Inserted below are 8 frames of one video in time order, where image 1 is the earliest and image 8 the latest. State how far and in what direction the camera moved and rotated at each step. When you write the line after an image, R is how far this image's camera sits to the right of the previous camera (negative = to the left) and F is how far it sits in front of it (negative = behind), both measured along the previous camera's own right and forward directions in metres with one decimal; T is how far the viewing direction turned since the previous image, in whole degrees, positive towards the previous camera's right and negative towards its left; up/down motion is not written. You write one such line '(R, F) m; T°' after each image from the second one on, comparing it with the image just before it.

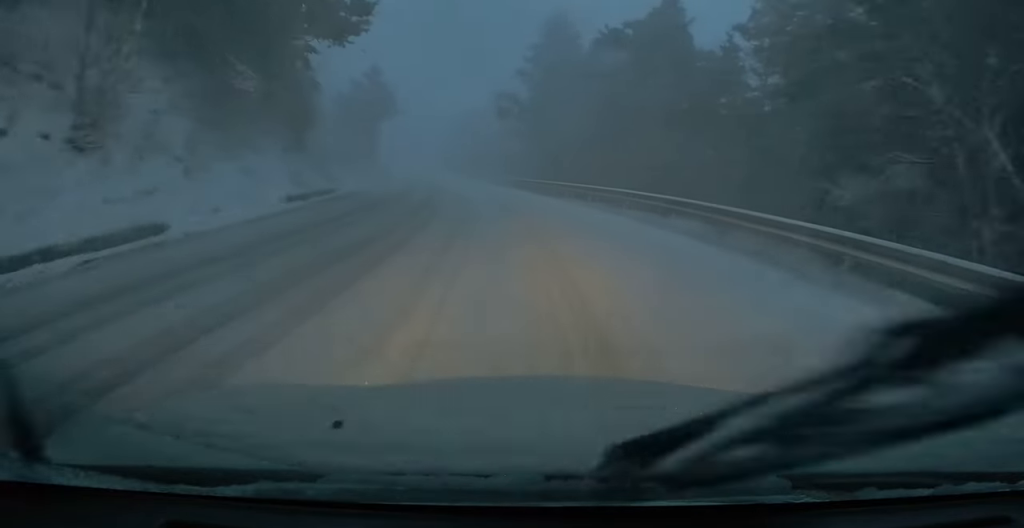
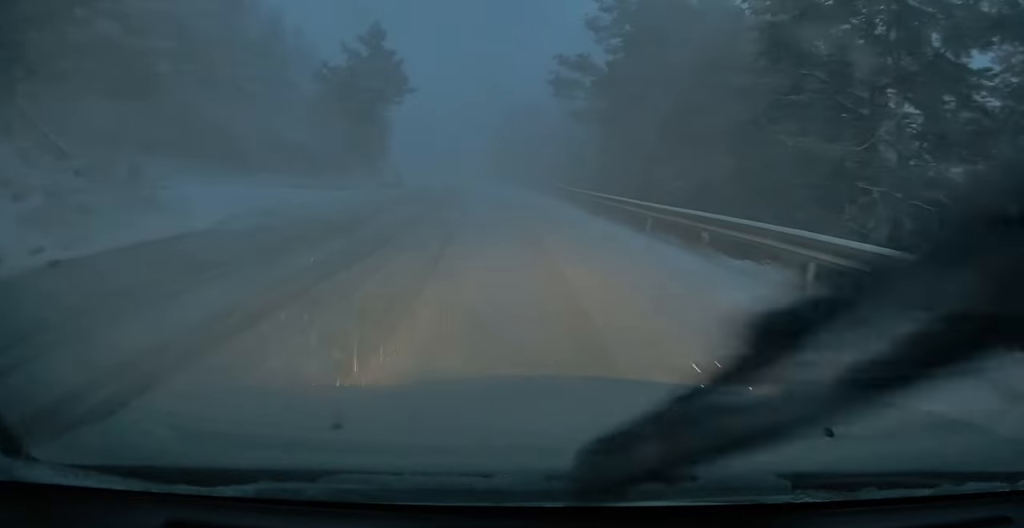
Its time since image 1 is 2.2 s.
(-0.9, +21.0) m; -5°
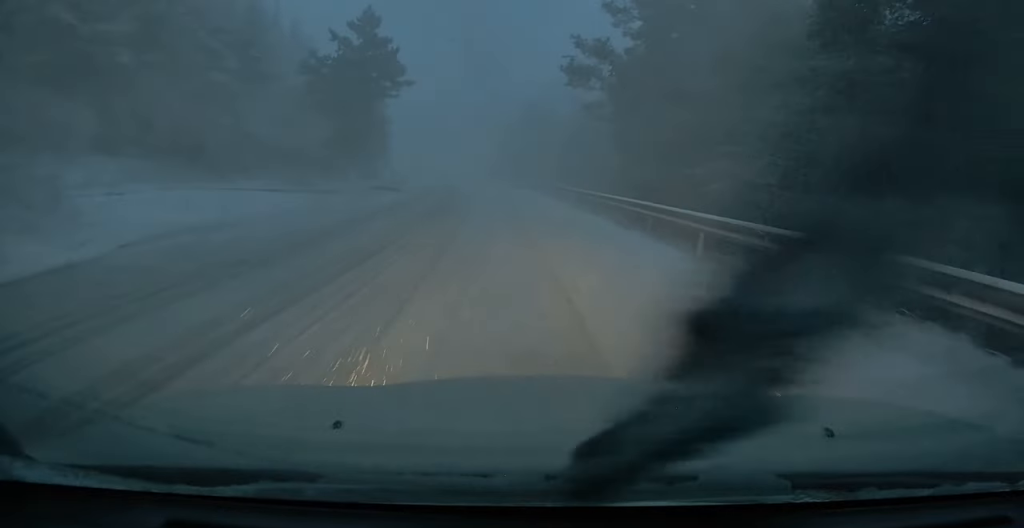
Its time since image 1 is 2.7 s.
(0.0, +4.0) m; 0°
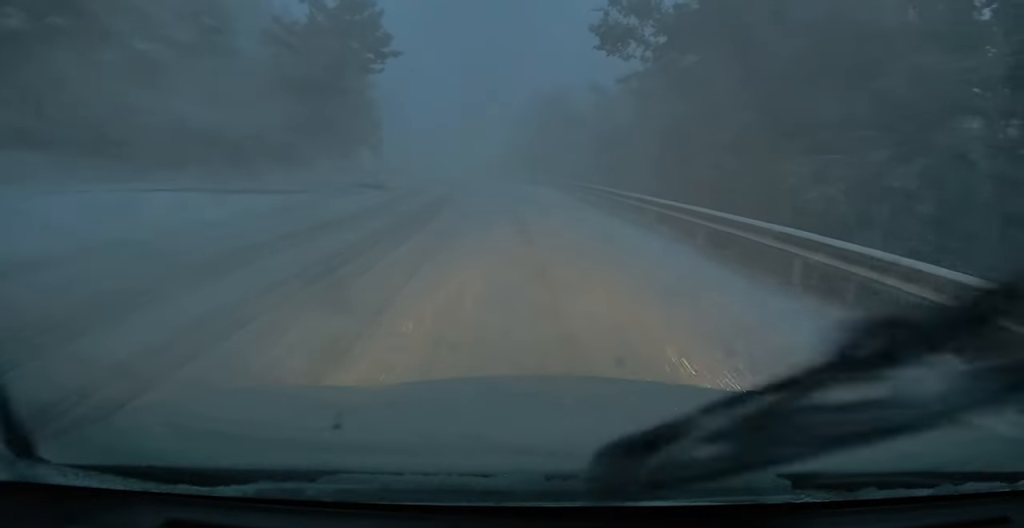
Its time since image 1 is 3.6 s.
(+0.1, +8.4) m; 0°
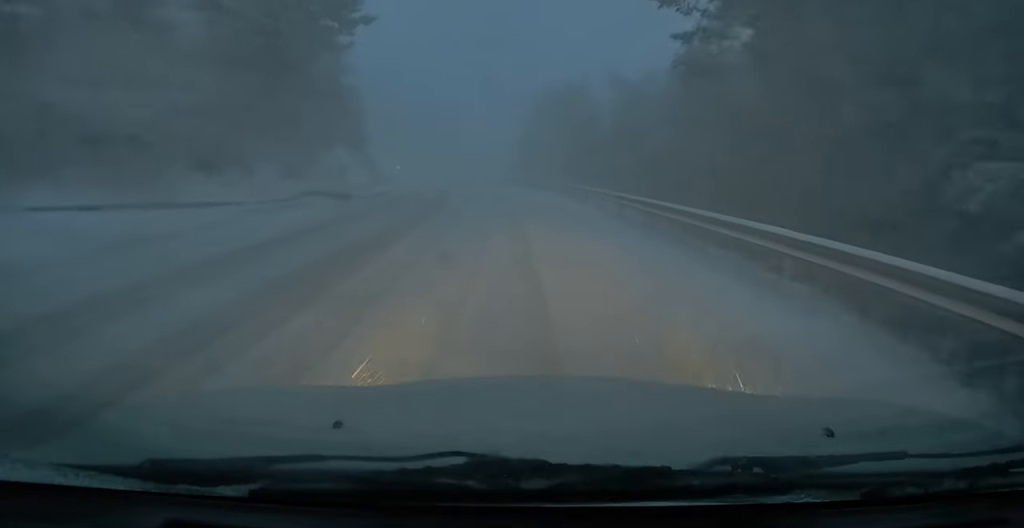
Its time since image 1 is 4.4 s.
(0.0, +8.1) m; +1°
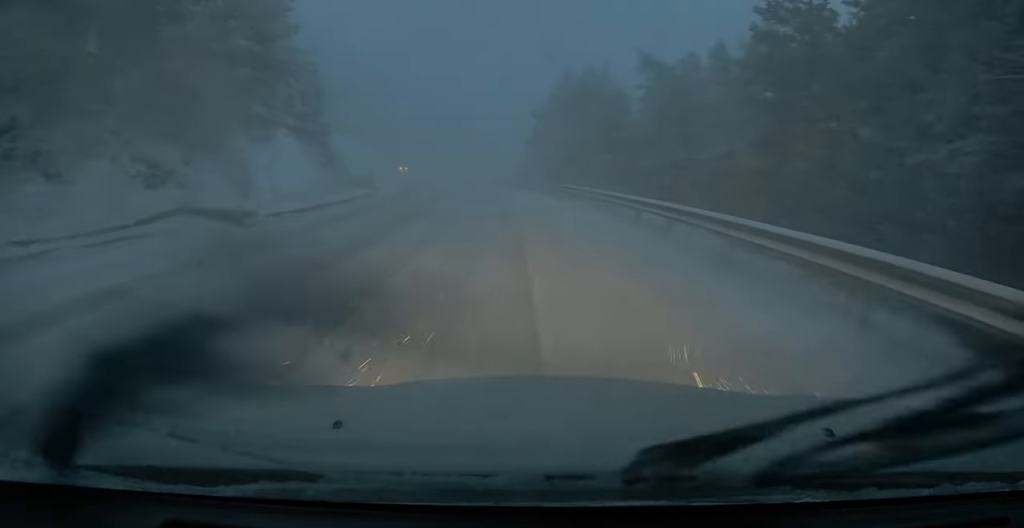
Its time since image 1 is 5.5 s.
(+0.1, +10.0) m; +2°
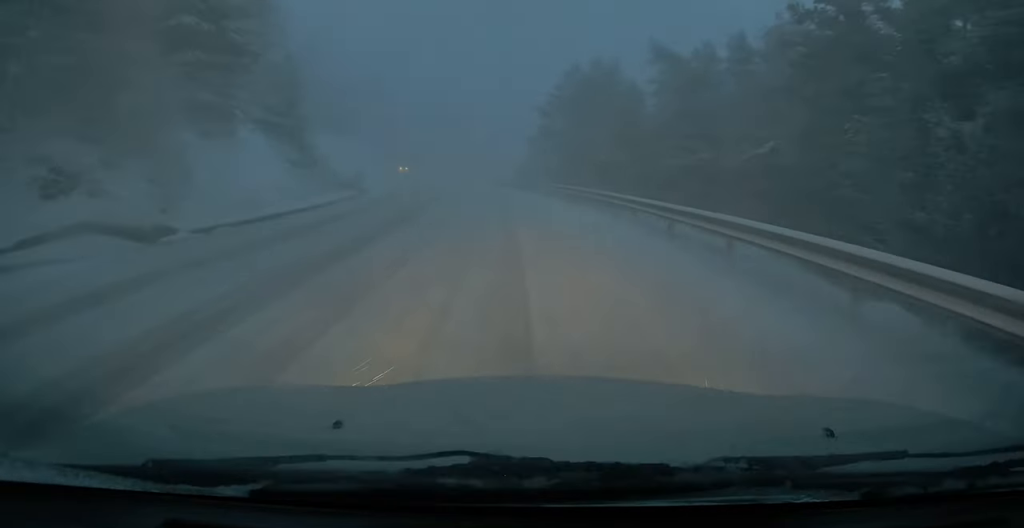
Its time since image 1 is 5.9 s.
(+0.1, +3.6) m; 0°
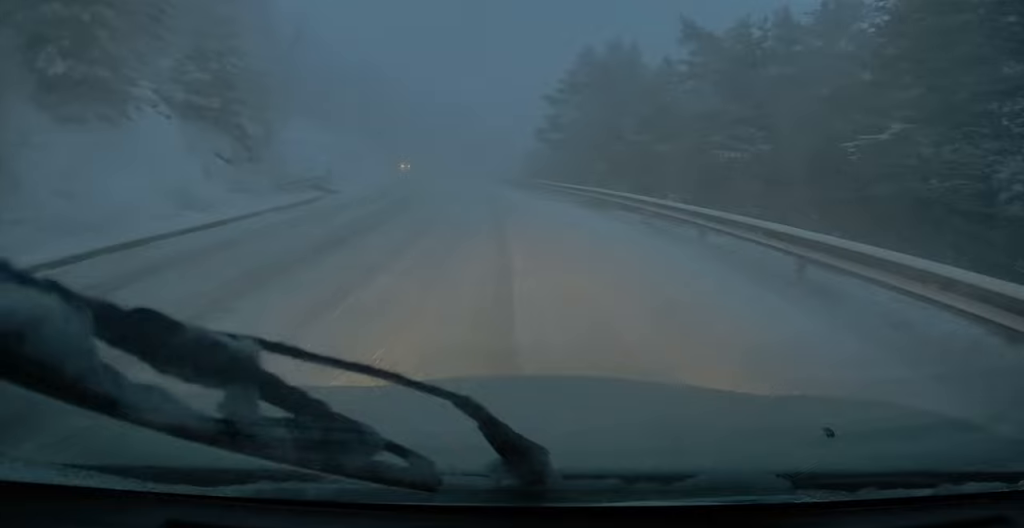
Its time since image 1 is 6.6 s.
(0.0, +6.3) m; -1°
